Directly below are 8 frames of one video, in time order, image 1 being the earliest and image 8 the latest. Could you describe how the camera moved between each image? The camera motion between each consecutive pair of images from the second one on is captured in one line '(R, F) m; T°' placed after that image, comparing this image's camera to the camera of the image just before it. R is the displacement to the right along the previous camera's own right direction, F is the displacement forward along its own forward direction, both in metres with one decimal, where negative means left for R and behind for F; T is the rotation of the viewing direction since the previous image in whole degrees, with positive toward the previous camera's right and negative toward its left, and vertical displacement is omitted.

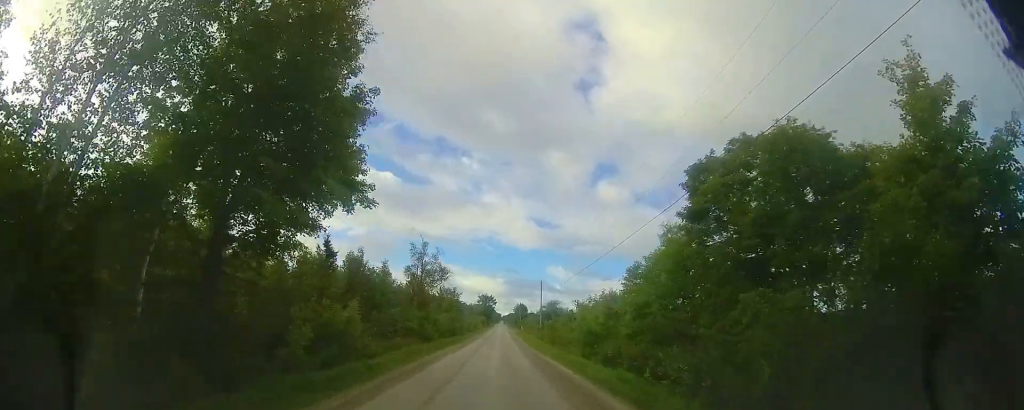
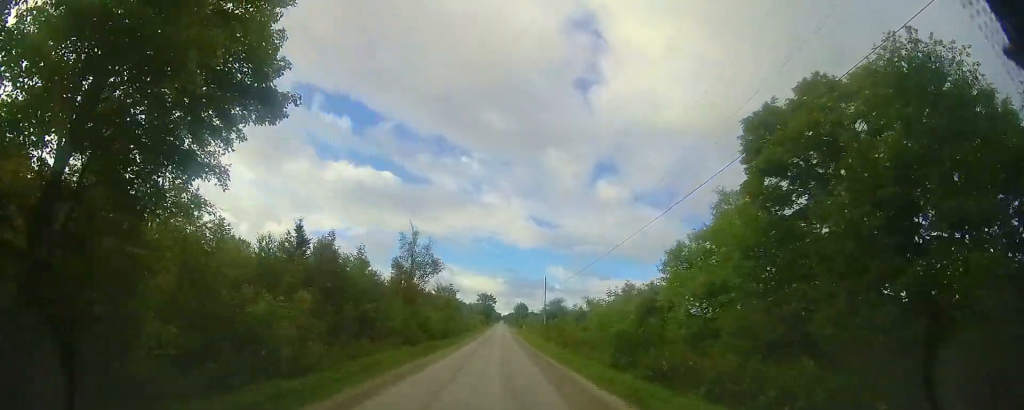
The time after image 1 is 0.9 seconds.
(-0.1, +5.6) m; 0°
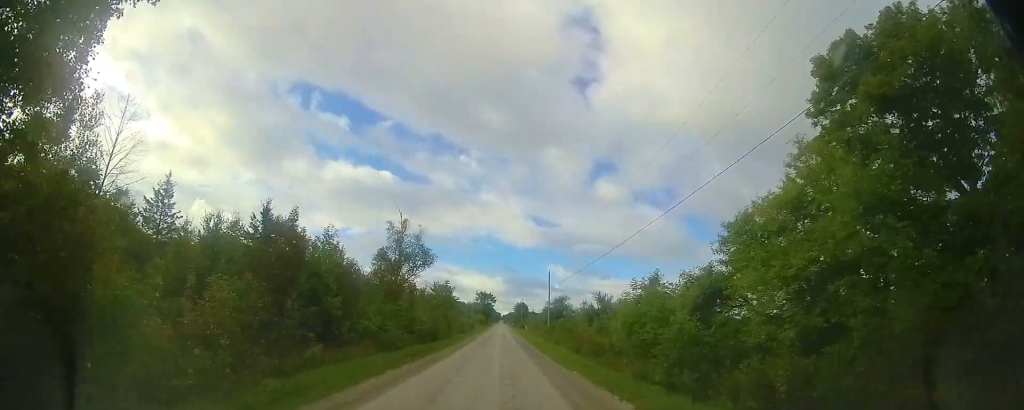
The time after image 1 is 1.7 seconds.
(0.0, +5.0) m; +2°
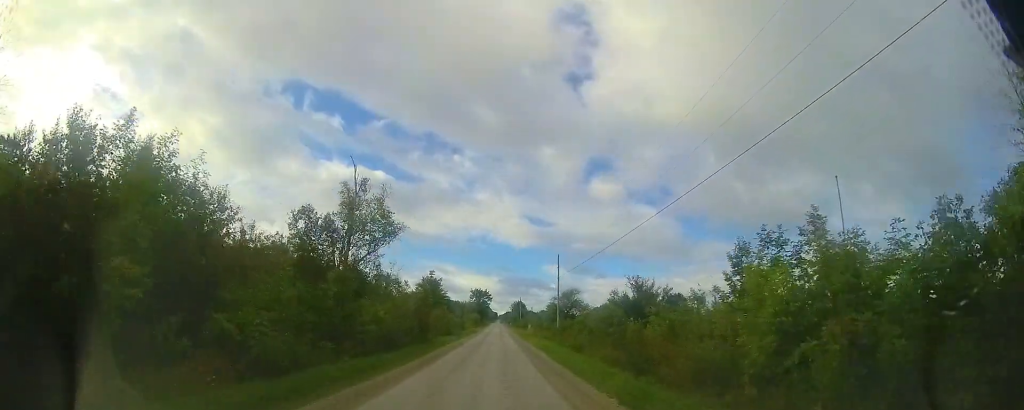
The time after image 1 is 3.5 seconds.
(+0.4, +11.7) m; +1°
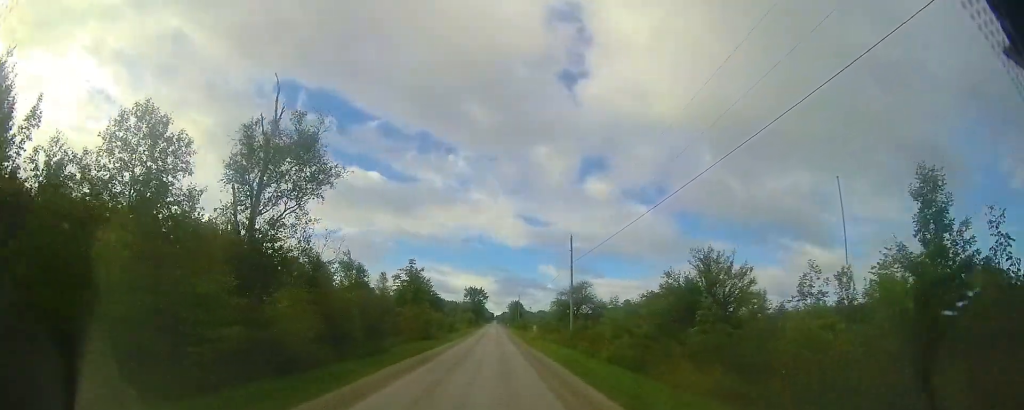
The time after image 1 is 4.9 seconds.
(-0.2, +10.4) m; -2°
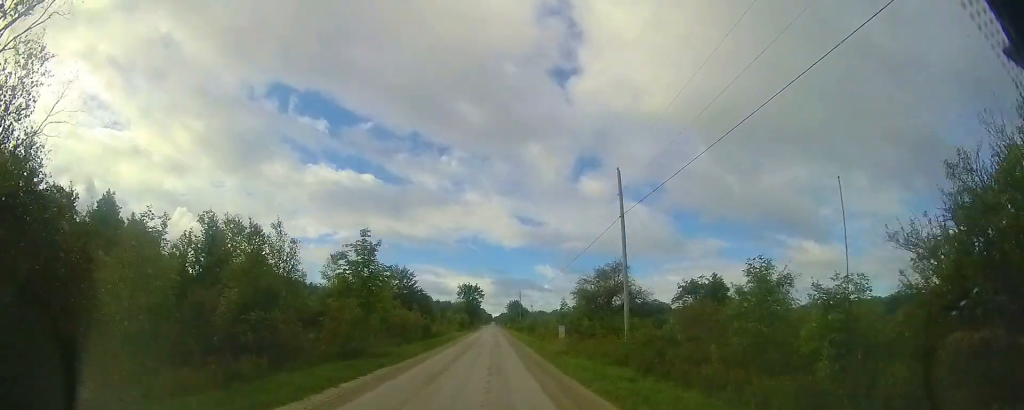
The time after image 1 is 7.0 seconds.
(-0.1, +16.8) m; 0°
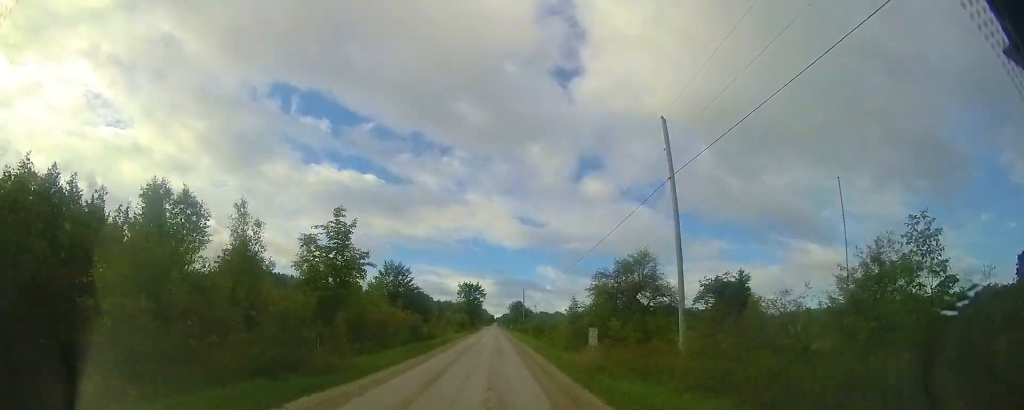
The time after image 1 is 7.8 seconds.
(+0.1, +7.1) m; 0°
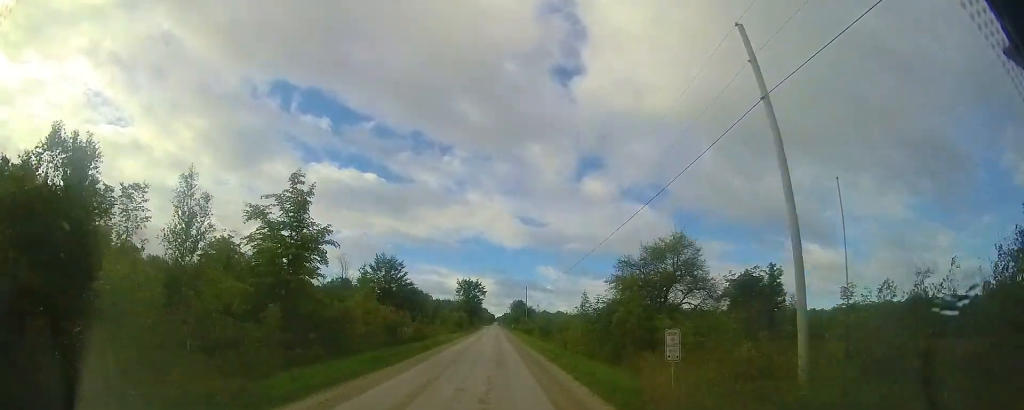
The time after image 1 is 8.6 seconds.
(0.0, +7.2) m; 0°
